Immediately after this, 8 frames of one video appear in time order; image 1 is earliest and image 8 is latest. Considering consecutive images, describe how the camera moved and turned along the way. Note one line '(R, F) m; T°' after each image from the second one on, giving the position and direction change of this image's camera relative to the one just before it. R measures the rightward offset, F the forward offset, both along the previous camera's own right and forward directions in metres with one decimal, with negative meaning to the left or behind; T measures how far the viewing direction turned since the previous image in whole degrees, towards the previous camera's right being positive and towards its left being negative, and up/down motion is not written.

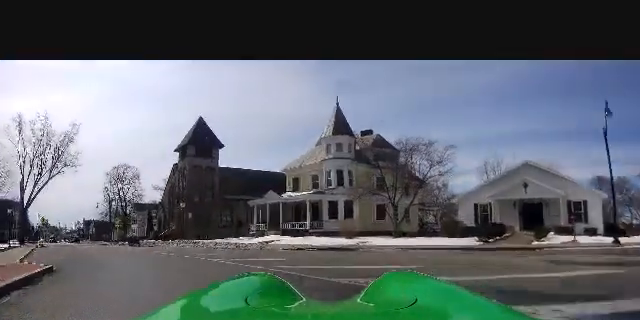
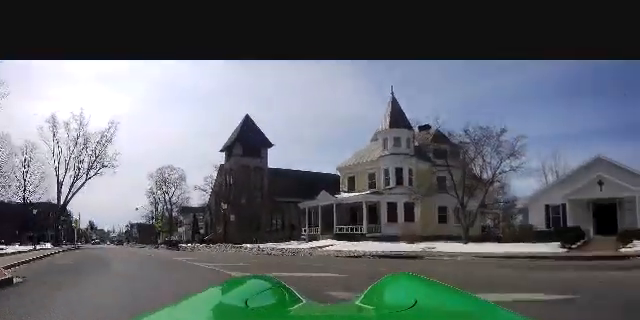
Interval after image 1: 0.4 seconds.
(-0.3, +3.3) m; -8°
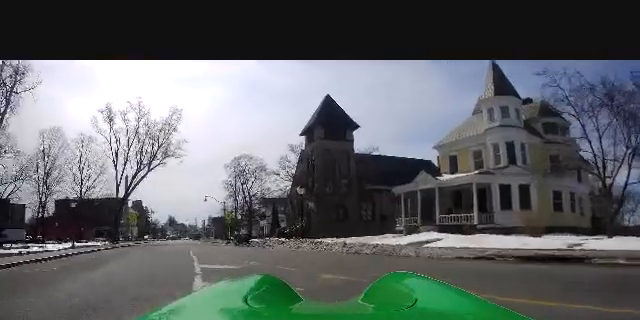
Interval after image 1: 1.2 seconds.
(-0.2, +5.9) m; -16°
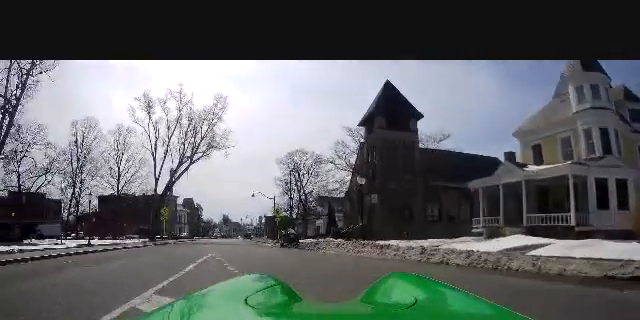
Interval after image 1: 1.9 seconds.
(-1.0, +4.9) m; -14°
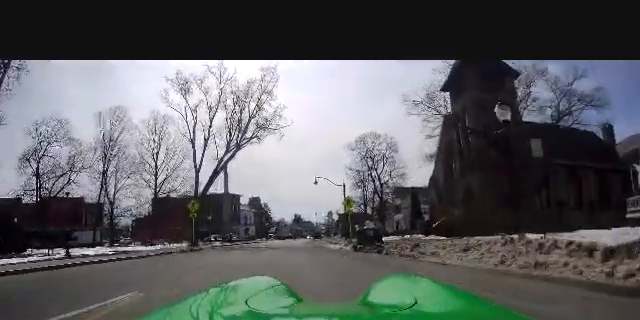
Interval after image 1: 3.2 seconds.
(-2.2, +10.3) m; -16°
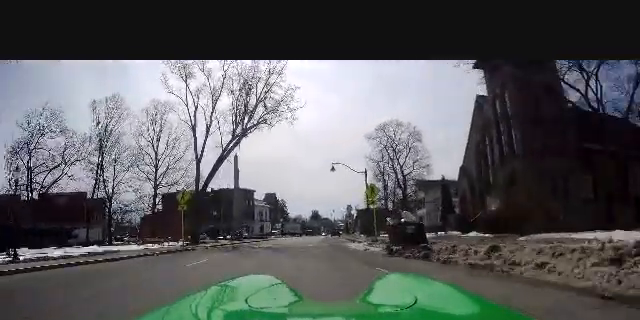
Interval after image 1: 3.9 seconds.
(-0.1, +5.5) m; -3°
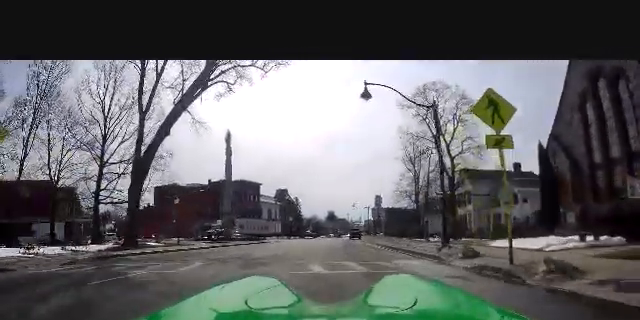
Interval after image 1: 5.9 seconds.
(-1.9, +15.9) m; -13°
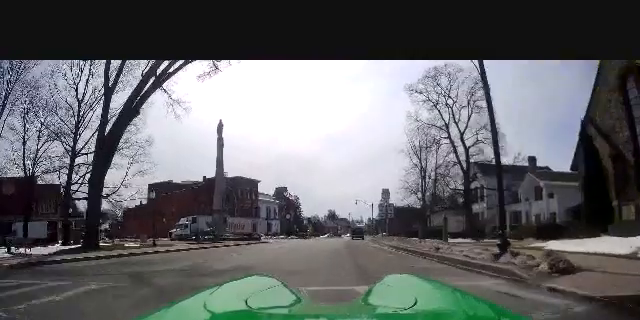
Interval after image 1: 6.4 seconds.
(-0.3, +4.5) m; -1°
